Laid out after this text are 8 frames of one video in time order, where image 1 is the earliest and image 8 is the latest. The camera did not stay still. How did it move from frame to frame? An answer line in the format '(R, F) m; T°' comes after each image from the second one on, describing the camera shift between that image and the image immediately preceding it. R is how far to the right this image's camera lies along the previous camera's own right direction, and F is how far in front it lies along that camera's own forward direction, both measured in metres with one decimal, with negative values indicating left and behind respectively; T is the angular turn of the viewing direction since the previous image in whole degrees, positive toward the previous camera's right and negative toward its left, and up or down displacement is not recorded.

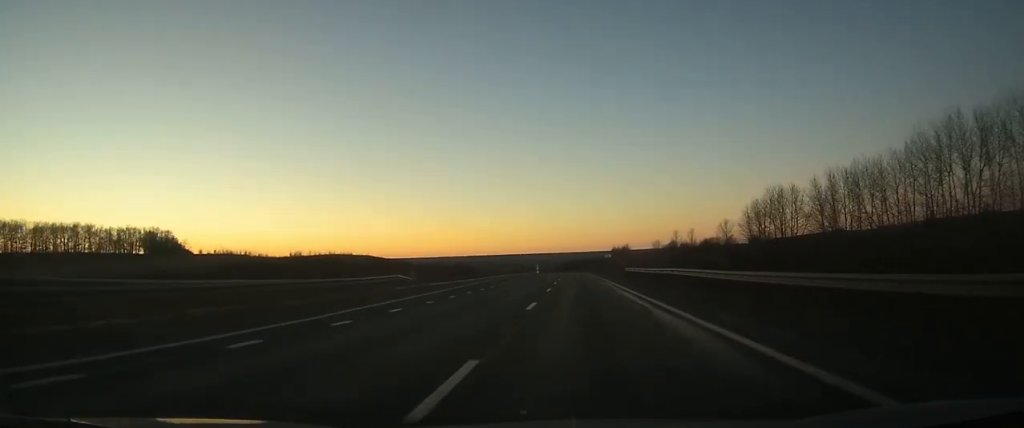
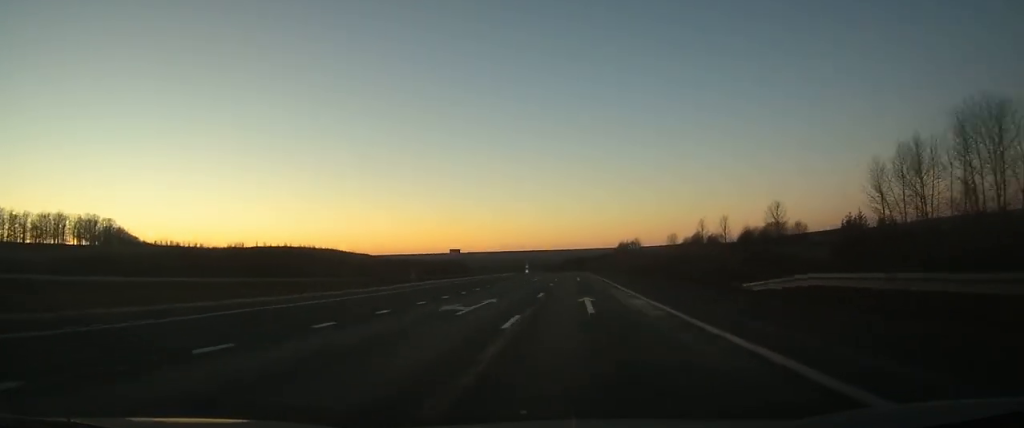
(-0.1, +52.8) m; 0°
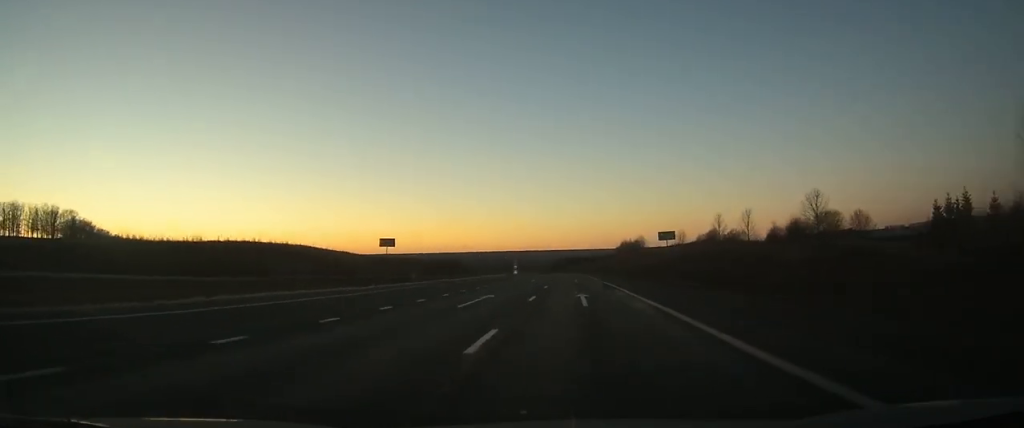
(0.0, +27.3) m; 0°
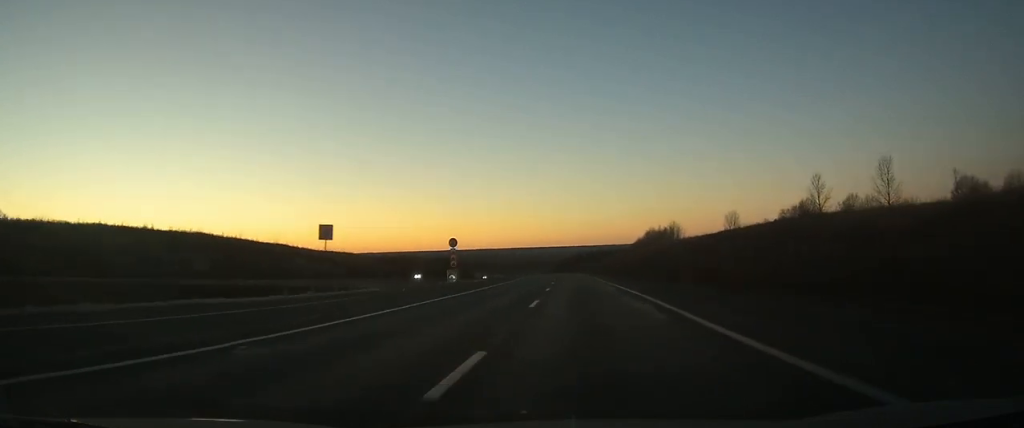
(-0.4, +73.5) m; -1°
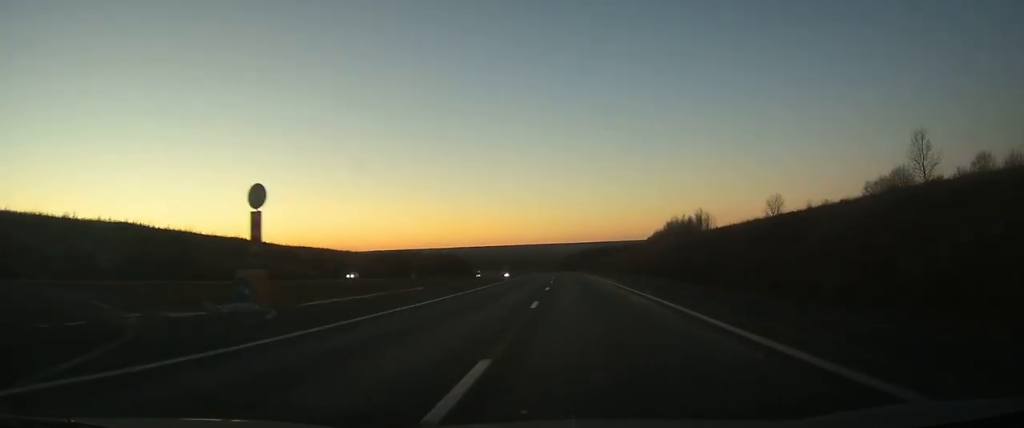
(-0.1, +36.6) m; -1°
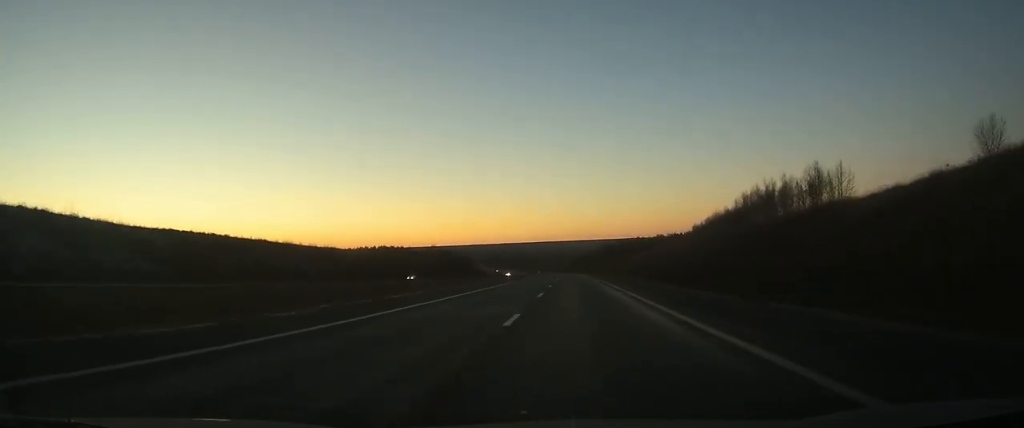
(-1.3, +88.3) m; -2°
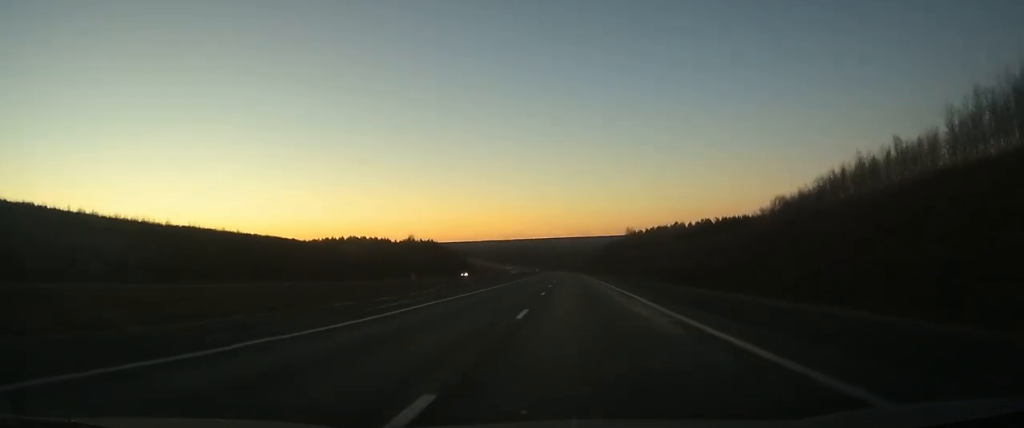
(-1.3, +93.0) m; -2°
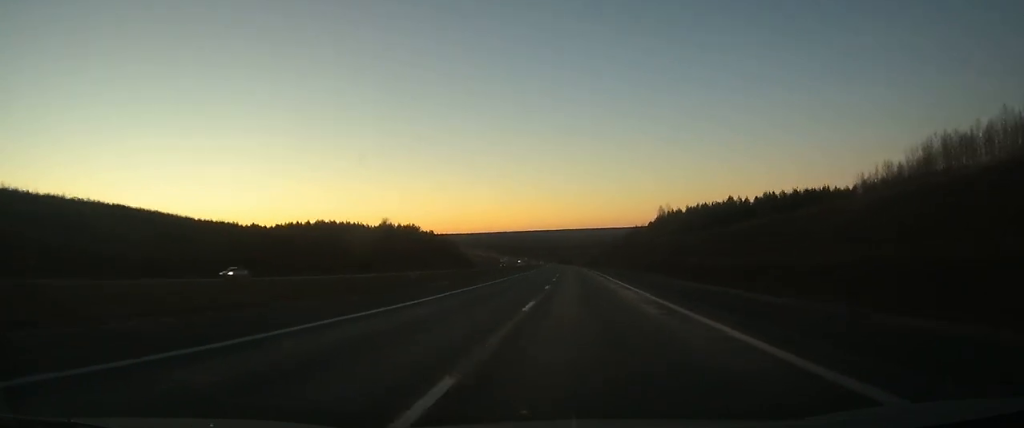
(-0.7, +70.5) m; -1°
